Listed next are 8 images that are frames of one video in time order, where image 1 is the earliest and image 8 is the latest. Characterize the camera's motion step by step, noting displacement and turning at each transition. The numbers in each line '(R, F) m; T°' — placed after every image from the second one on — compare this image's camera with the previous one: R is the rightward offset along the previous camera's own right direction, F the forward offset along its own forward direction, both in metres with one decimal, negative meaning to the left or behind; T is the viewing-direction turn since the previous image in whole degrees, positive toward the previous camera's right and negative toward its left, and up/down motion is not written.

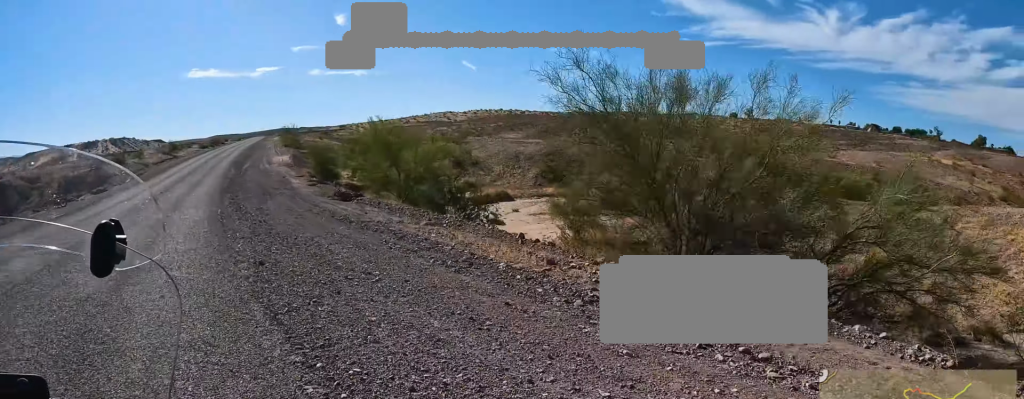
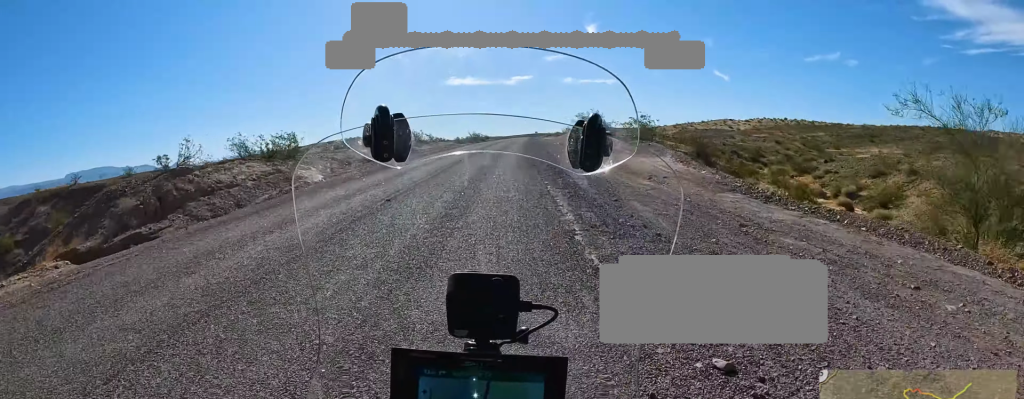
(+1.6, +35.0) m; +3°
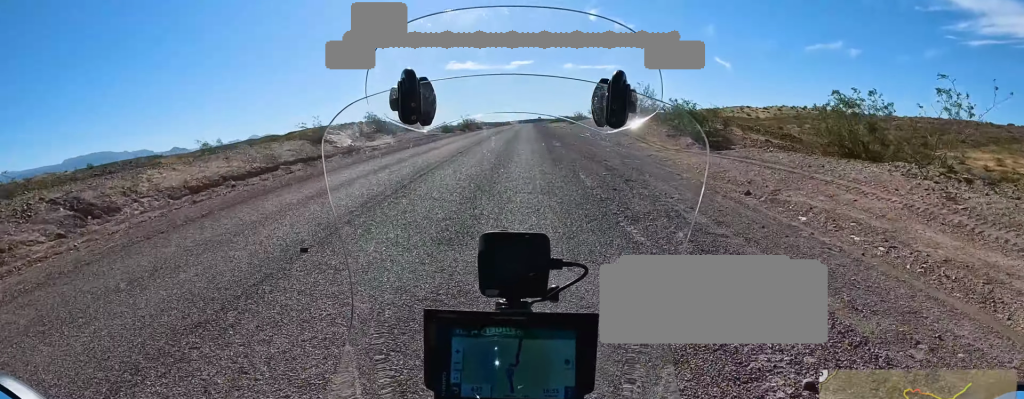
(0.0, +20.9) m; 0°
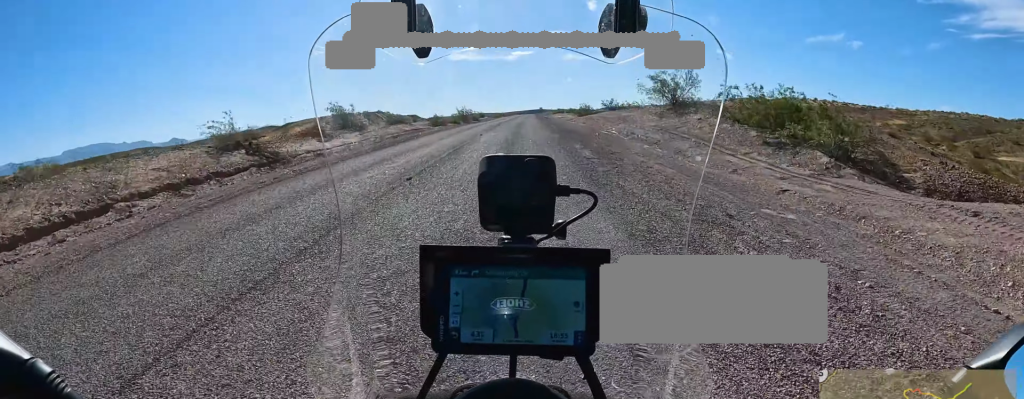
(0.0, +9.8) m; 0°
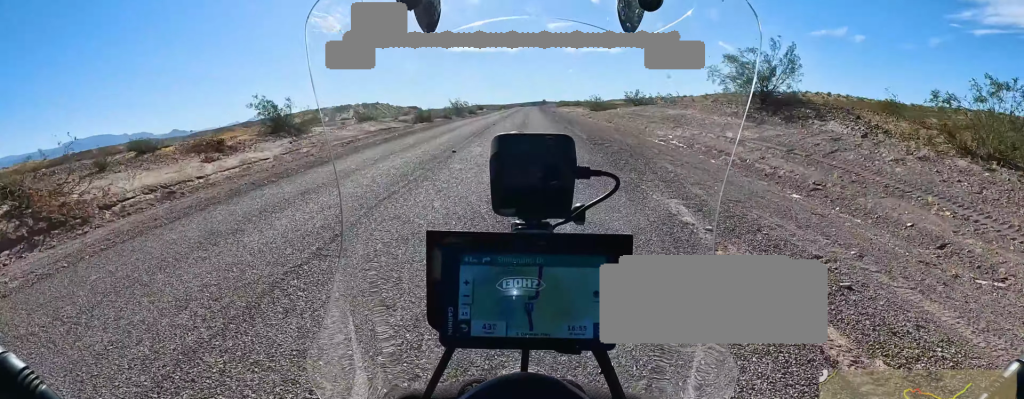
(0.0, +11.1) m; 0°
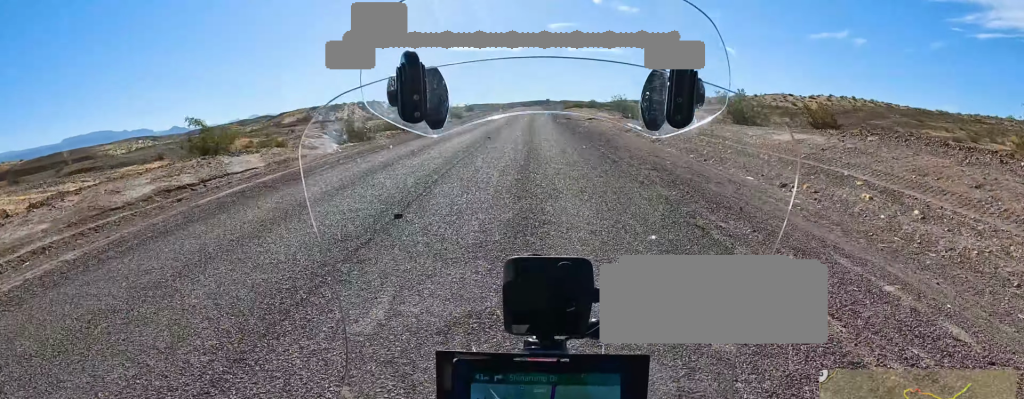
(0.0, +21.4) m; -1°
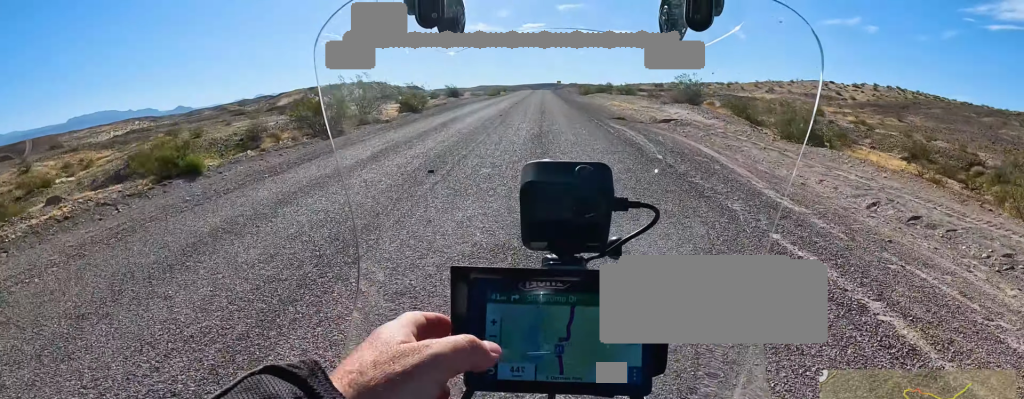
(-0.5, +26.9) m; -1°
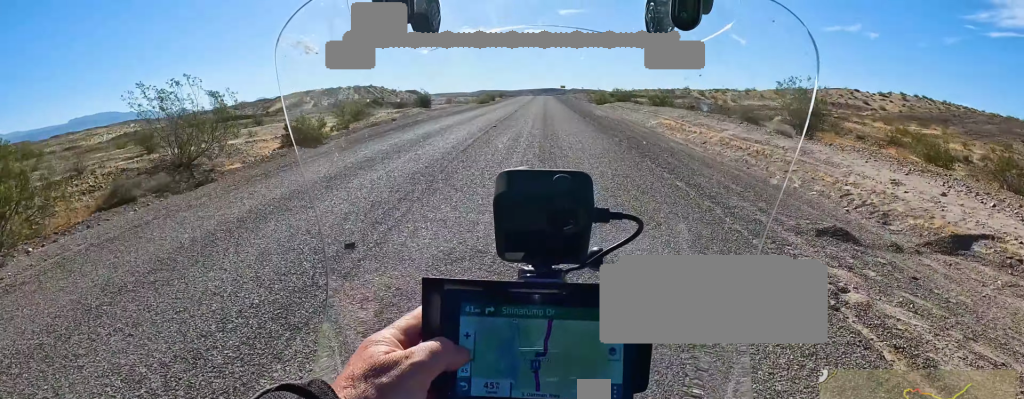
(0.0, +17.2) m; 0°
